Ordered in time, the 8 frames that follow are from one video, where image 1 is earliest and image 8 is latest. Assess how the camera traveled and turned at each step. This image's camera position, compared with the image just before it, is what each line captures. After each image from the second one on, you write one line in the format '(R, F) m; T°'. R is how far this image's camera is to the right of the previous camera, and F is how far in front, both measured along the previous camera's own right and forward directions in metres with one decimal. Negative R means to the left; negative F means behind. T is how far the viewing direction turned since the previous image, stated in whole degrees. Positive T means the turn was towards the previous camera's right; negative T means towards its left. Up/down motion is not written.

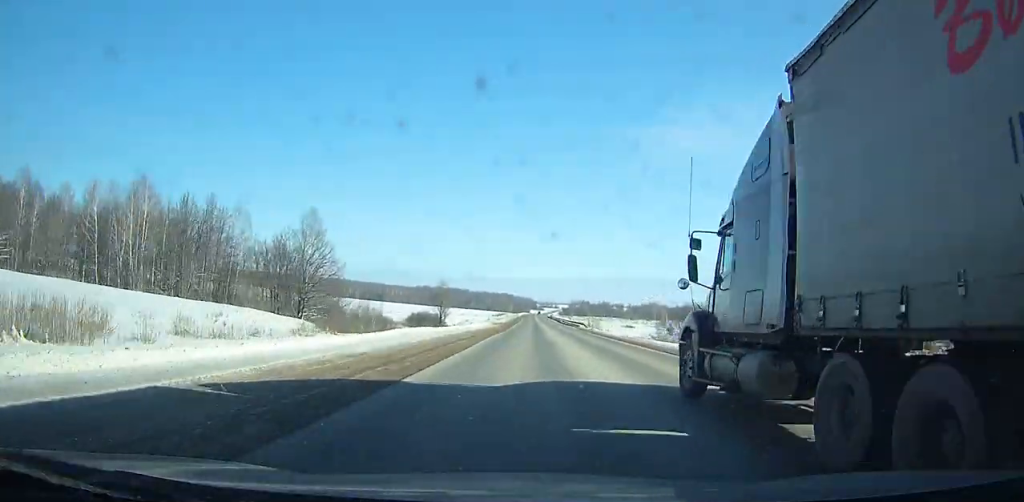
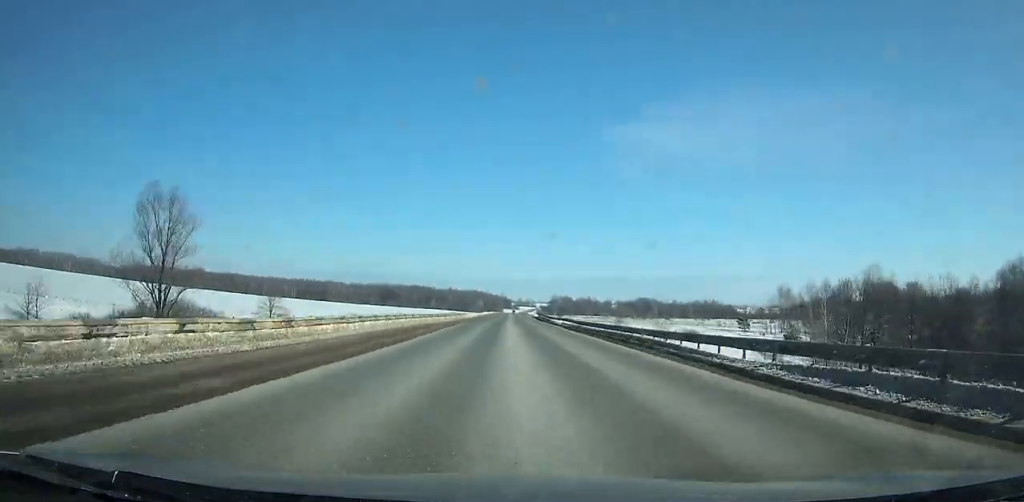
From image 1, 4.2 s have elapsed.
(+1.5, +124.3) m; +1°
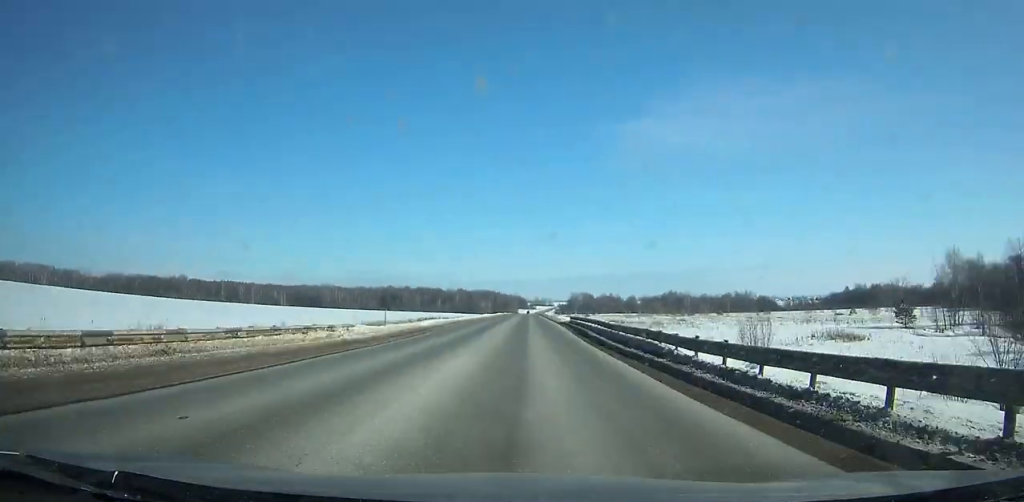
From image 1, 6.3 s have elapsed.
(+0.5, +63.4) m; 0°
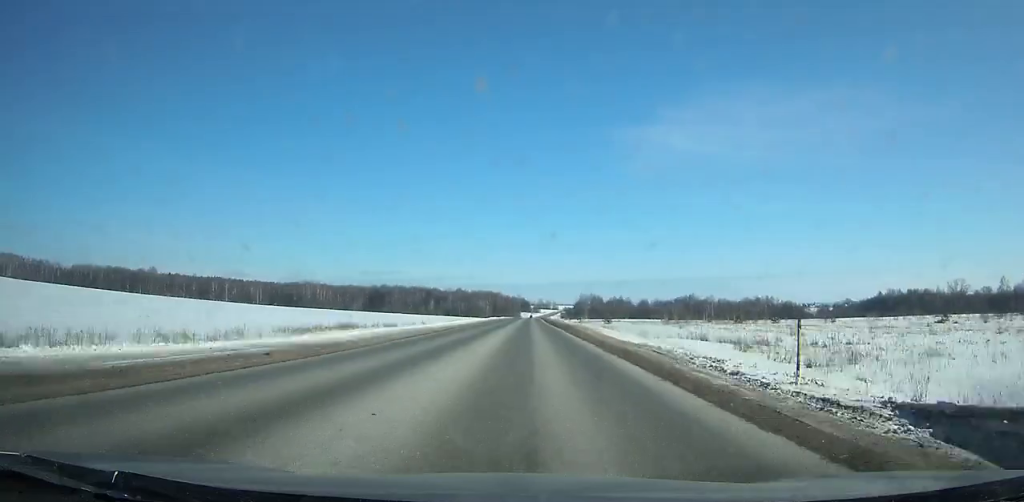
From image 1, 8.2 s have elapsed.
(-0.1, +57.1) m; 0°
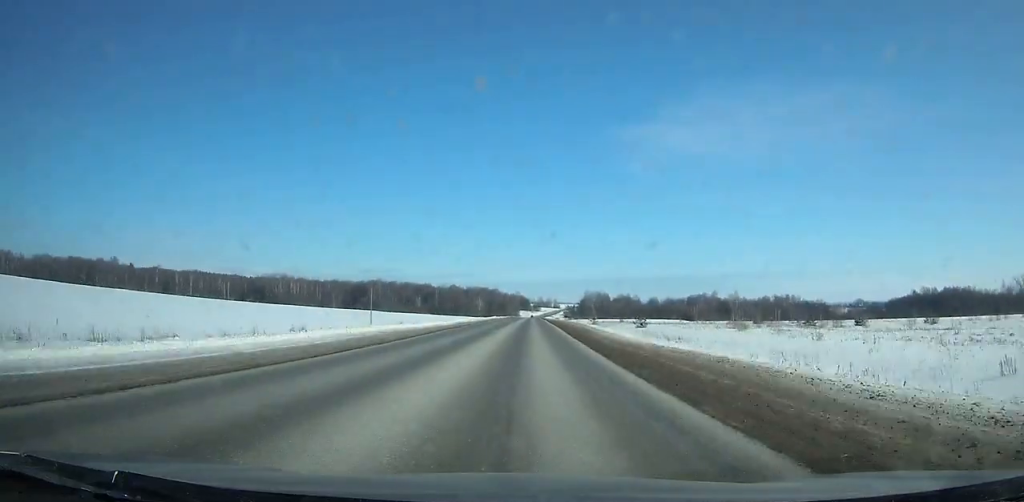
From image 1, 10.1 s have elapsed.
(-0.4, +56.9) m; 0°
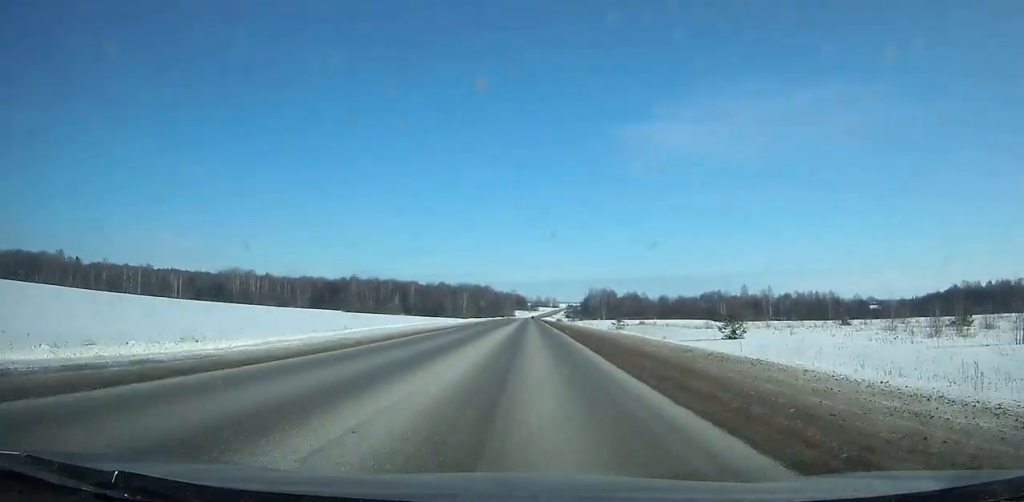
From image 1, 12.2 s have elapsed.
(+0.1, +62.5) m; 0°
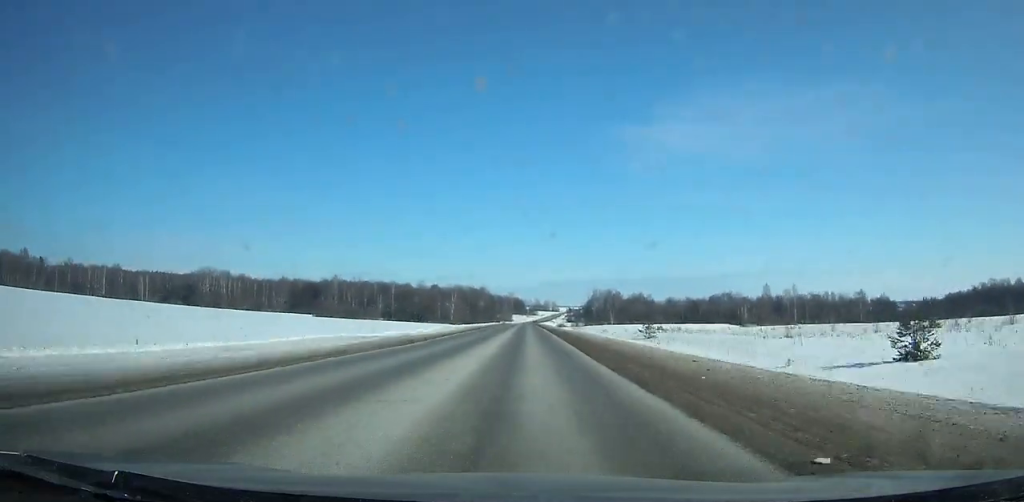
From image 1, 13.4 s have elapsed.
(0.0, +35.7) m; 0°
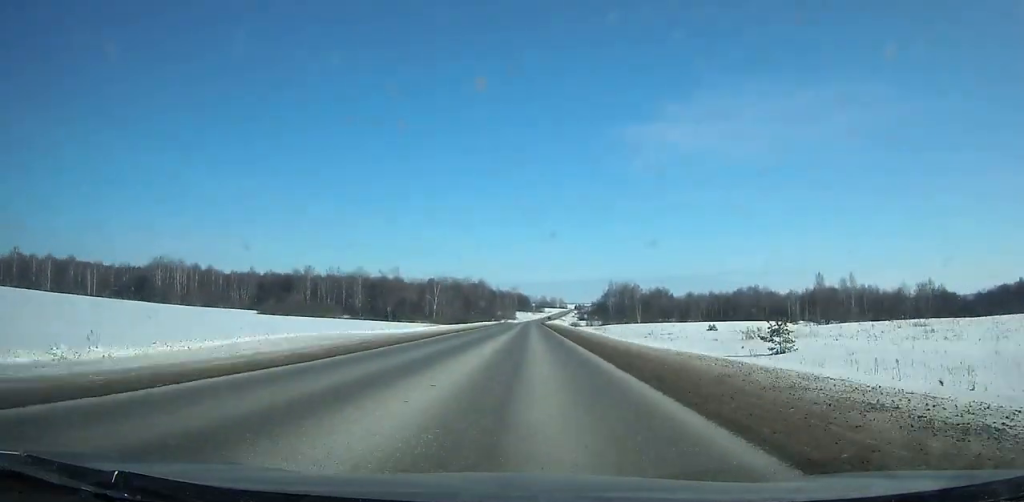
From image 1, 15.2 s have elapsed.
(+0.1, +53.6) m; 0°
